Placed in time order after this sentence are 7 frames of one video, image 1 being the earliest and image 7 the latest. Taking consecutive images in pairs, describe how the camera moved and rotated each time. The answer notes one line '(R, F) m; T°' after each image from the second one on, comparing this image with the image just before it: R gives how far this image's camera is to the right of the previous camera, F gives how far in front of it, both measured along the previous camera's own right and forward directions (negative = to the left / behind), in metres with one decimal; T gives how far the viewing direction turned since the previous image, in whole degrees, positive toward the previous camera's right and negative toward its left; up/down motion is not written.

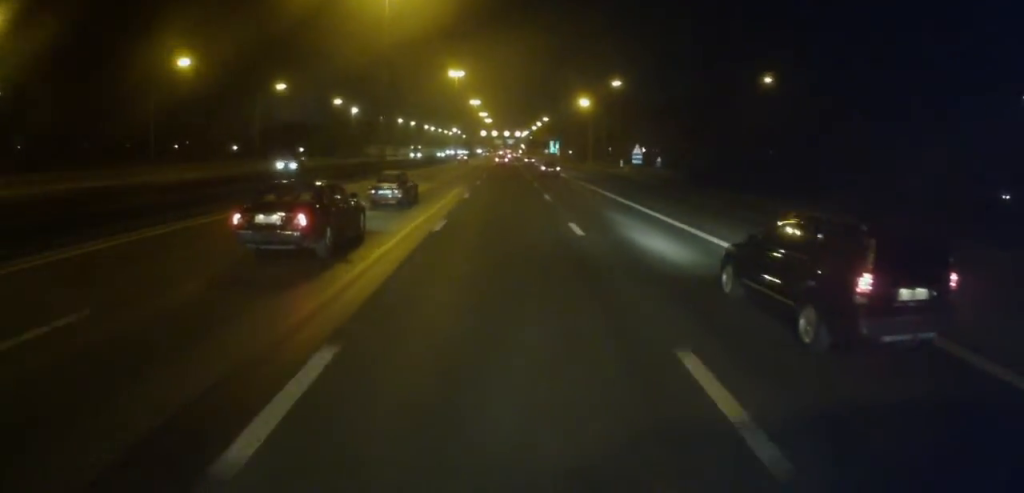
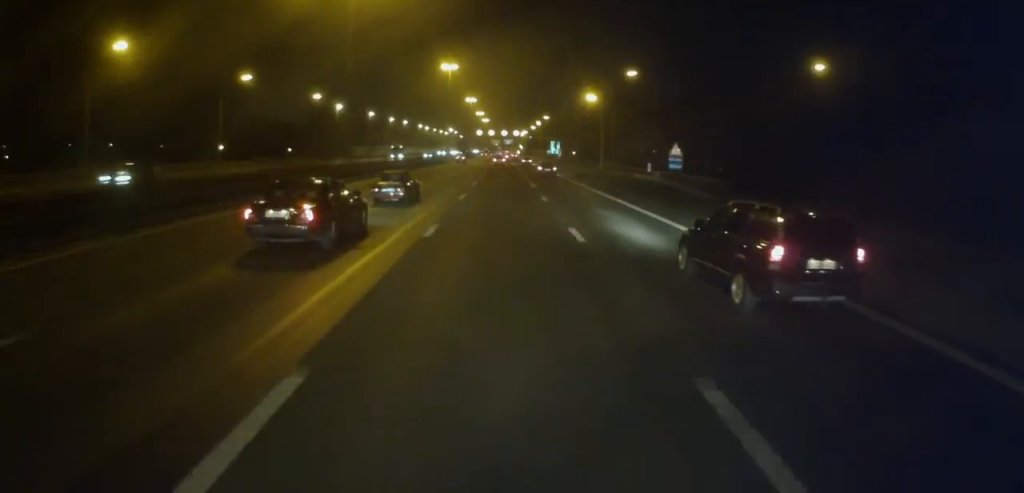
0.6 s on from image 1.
(-0.2, +13.3) m; 0°
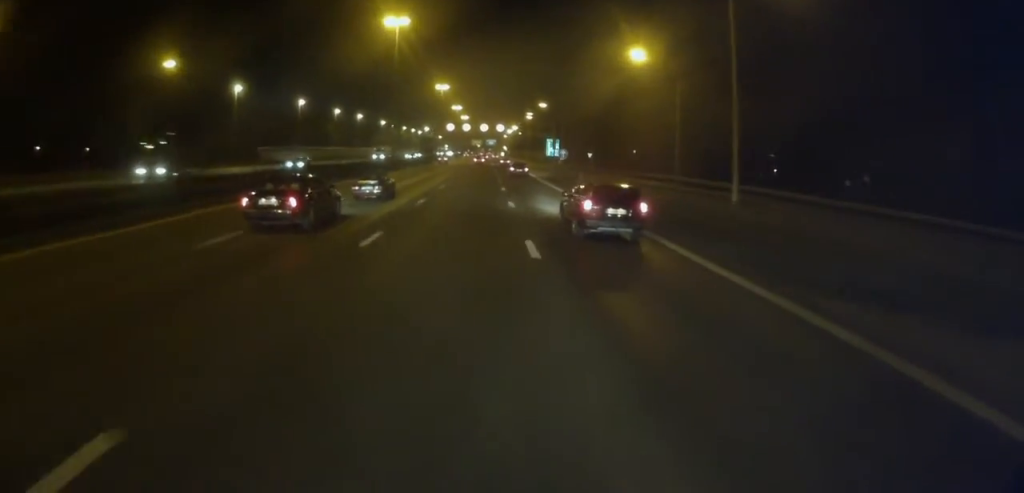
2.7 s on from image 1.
(+0.6, +51.0) m; 0°
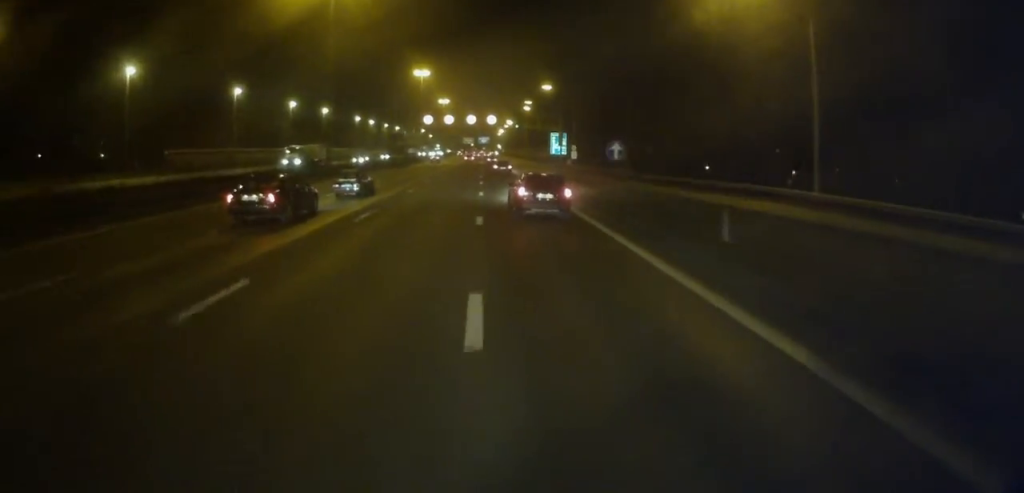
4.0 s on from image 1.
(-0.3, +30.7) m; +1°
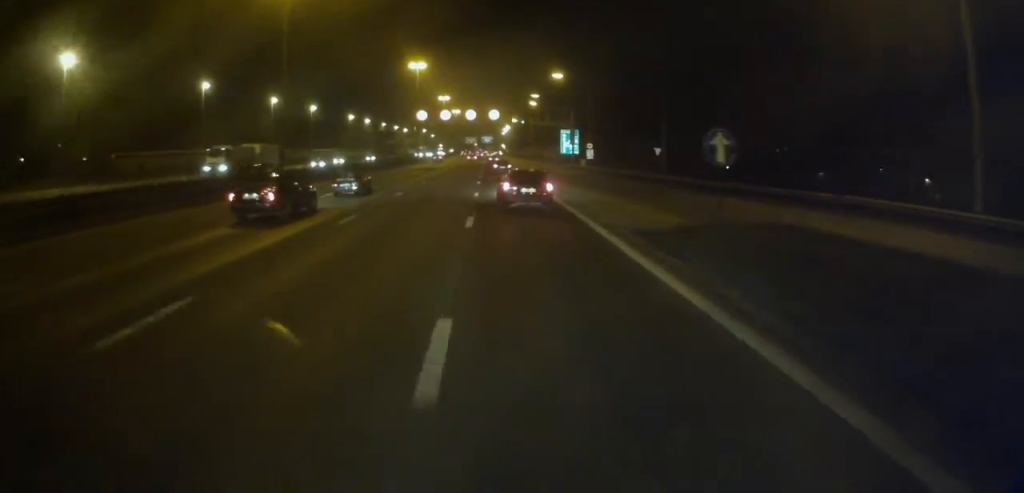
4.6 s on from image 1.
(+0.3, +13.4) m; +1°
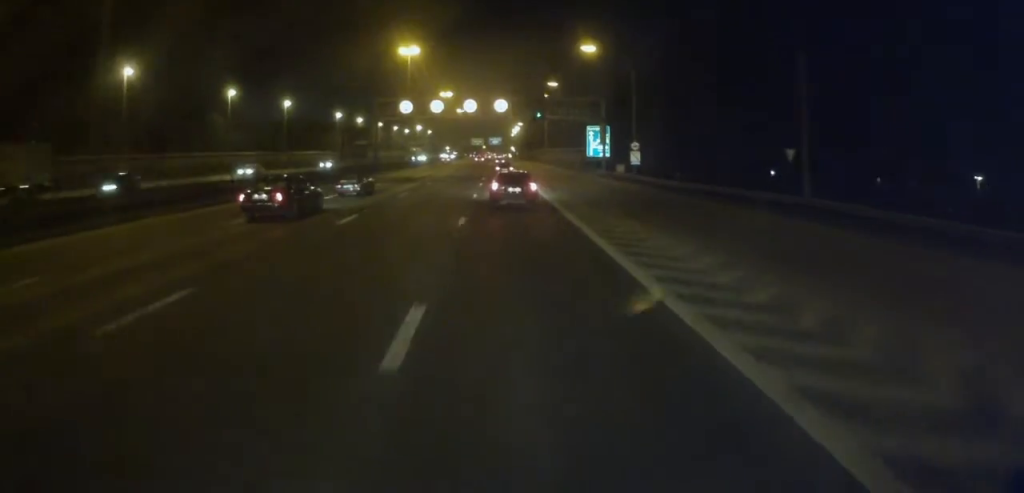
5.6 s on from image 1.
(+0.3, +23.5) m; 0°
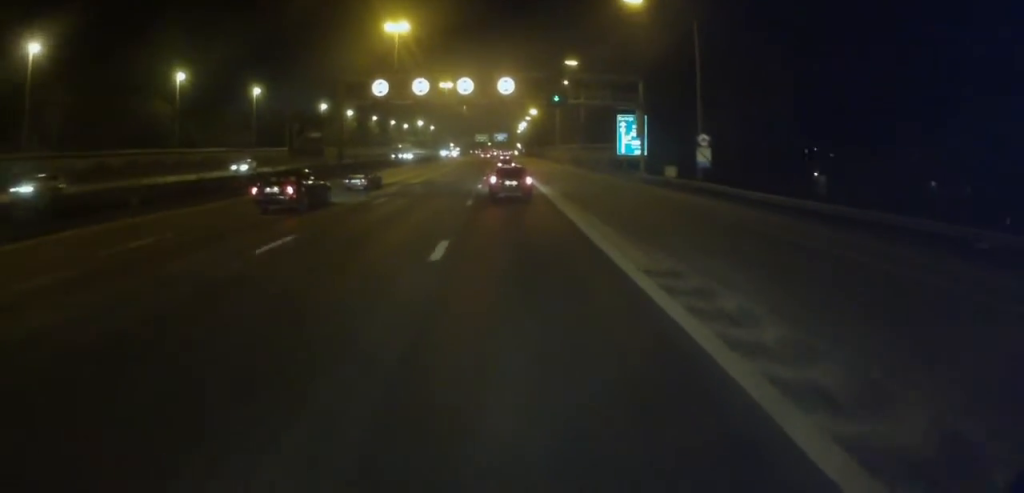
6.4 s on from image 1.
(-0.3, +18.8) m; -1°
